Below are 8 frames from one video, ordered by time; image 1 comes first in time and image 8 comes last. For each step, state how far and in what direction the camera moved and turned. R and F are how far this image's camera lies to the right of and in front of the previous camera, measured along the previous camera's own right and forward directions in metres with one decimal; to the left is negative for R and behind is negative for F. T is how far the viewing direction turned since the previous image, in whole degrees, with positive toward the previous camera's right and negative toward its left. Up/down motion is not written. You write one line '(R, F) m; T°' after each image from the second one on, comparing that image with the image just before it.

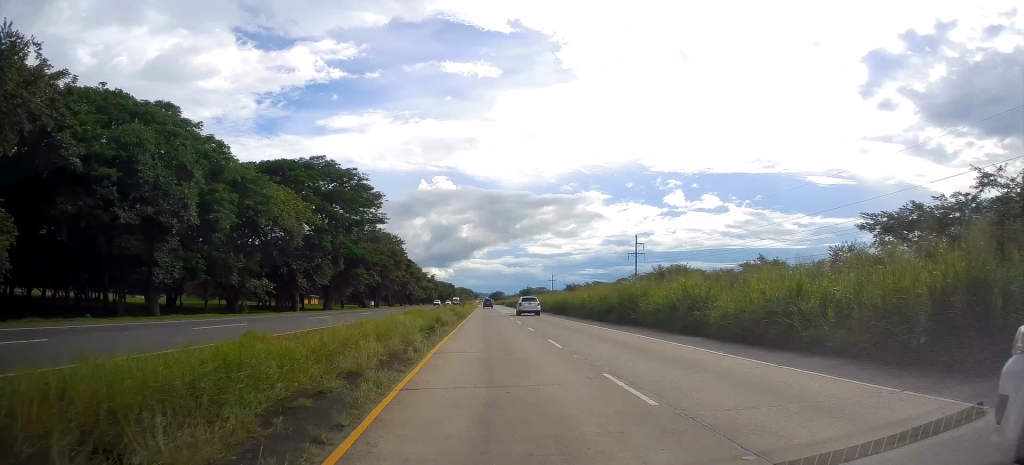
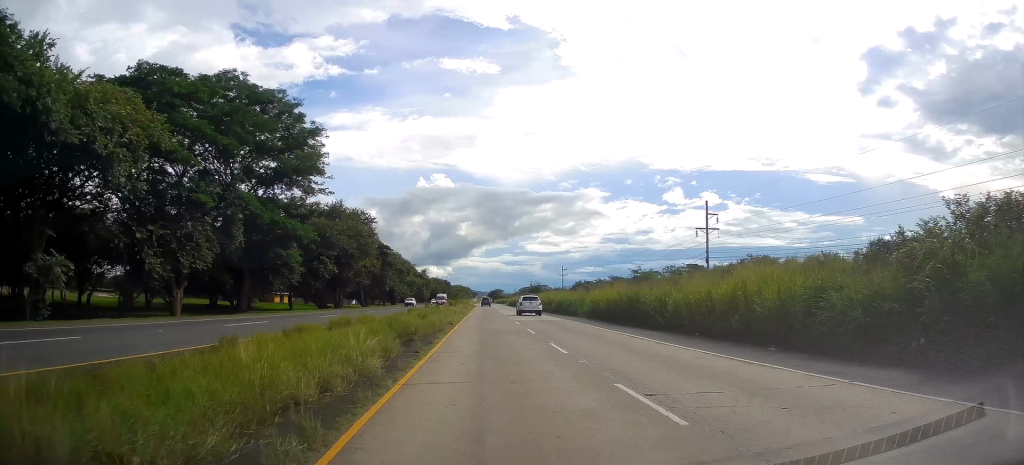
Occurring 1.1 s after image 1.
(-0.3, +26.6) m; 0°
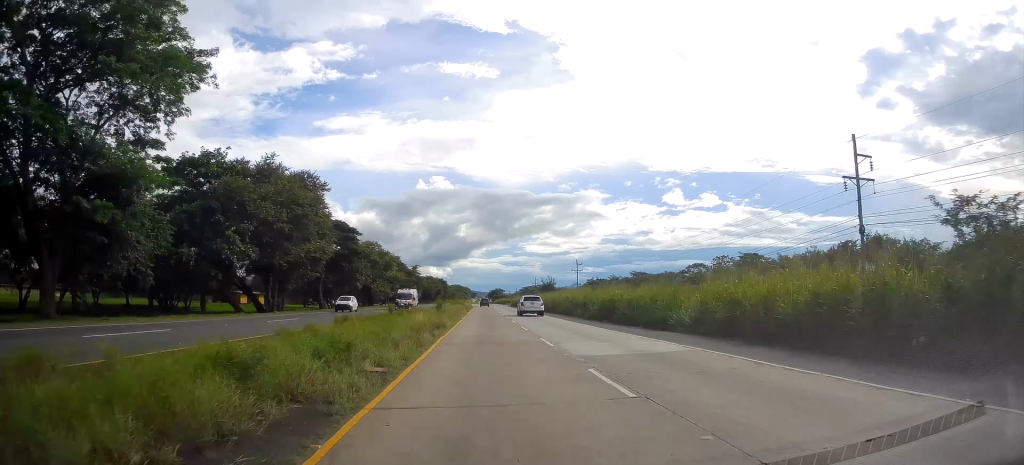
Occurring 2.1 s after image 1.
(+0.1, +24.6) m; 0°
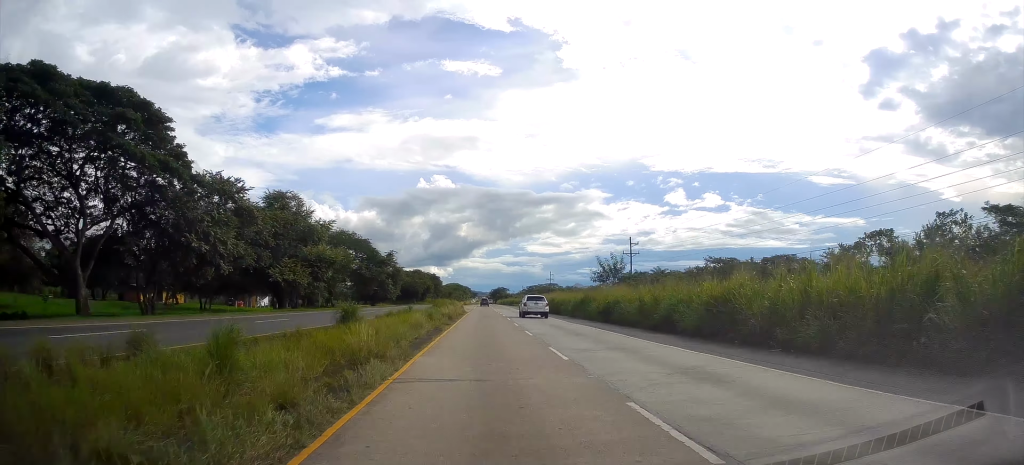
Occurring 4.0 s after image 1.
(+0.2, +47.2) m; 0°
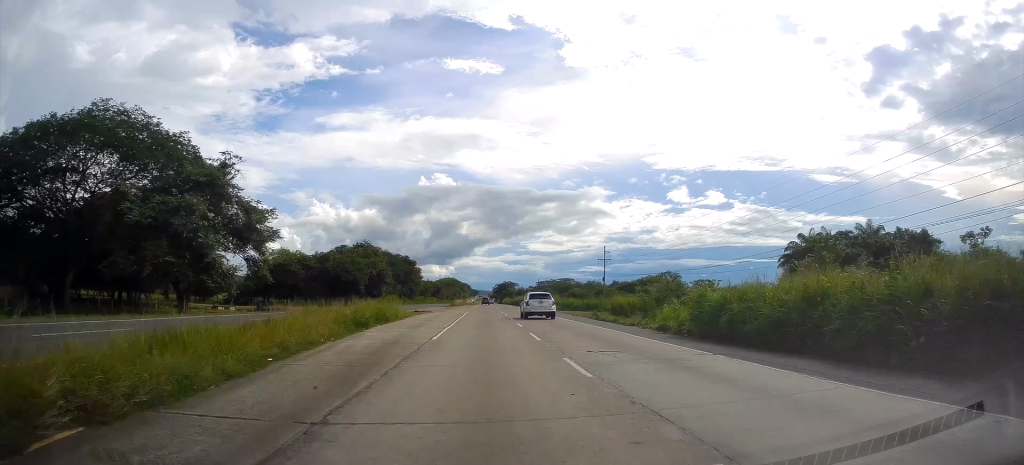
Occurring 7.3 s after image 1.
(-1.1, +80.2) m; -1°
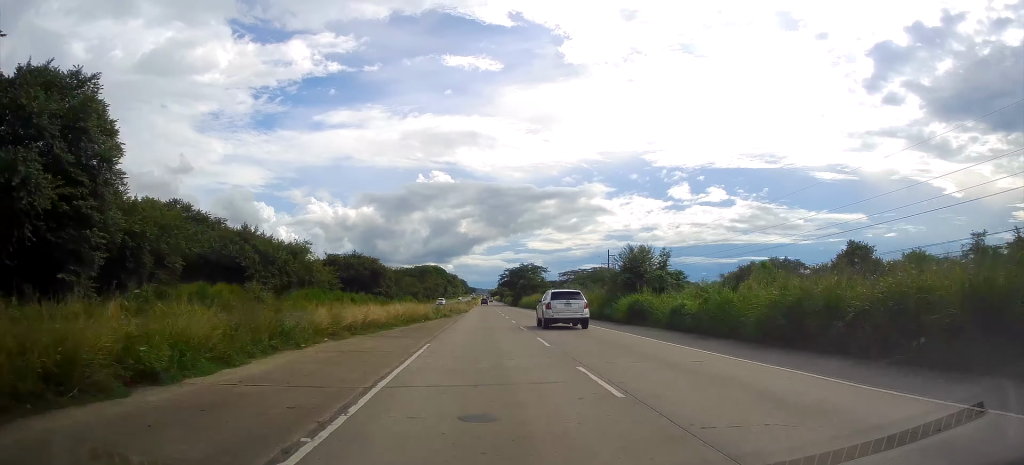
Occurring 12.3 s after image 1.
(+1.5, +124.2) m; 0°
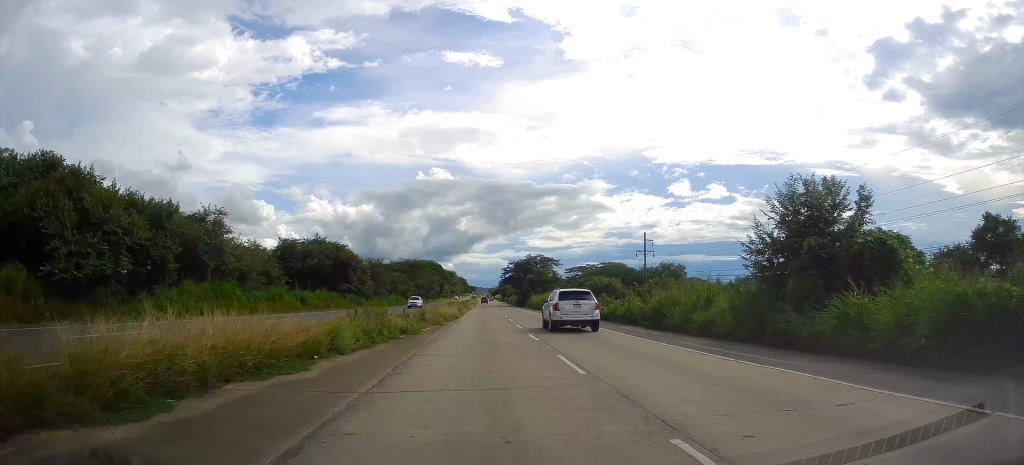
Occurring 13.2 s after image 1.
(+0.2, +22.7) m; 0°
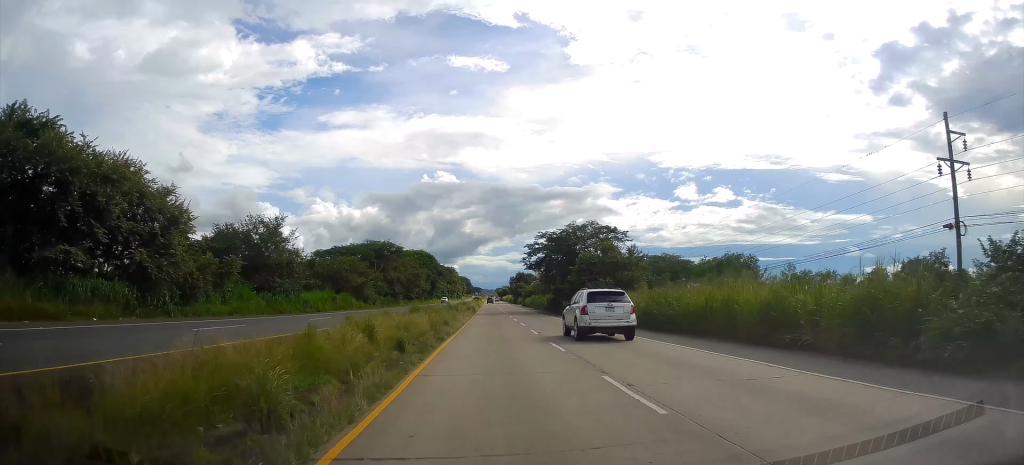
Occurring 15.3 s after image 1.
(-0.8, +53.7) m; 0°
